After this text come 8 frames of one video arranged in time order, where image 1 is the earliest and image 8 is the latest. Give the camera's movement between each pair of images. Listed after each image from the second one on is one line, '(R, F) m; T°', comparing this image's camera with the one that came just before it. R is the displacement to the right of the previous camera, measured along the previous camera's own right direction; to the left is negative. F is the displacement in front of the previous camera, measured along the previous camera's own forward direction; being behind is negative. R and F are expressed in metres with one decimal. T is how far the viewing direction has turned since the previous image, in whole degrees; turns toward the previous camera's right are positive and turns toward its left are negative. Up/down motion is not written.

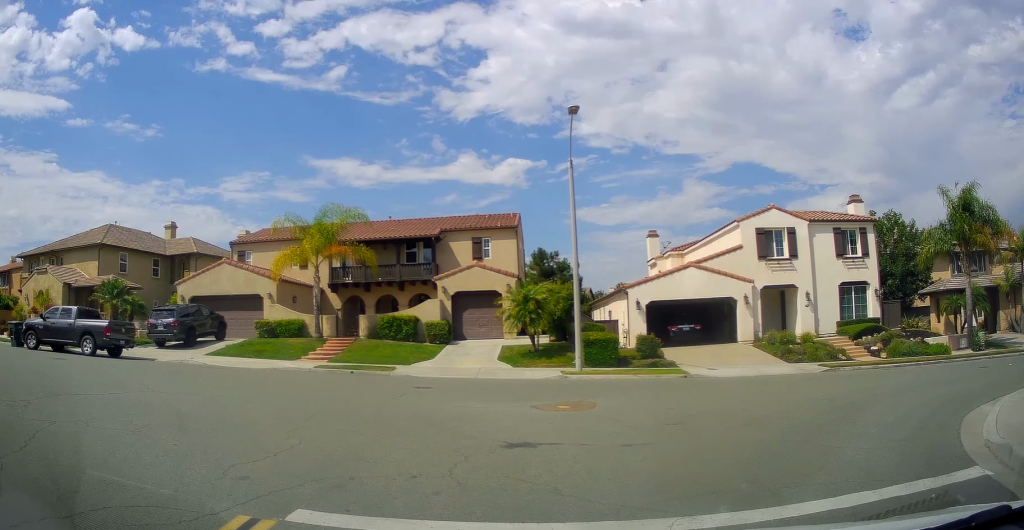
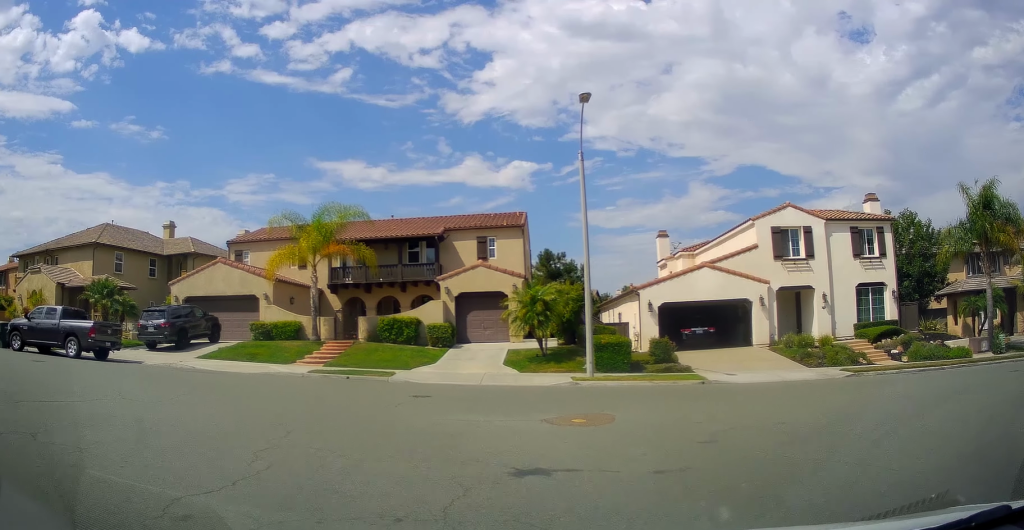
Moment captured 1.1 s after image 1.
(+0.1, +1.8) m; 0°
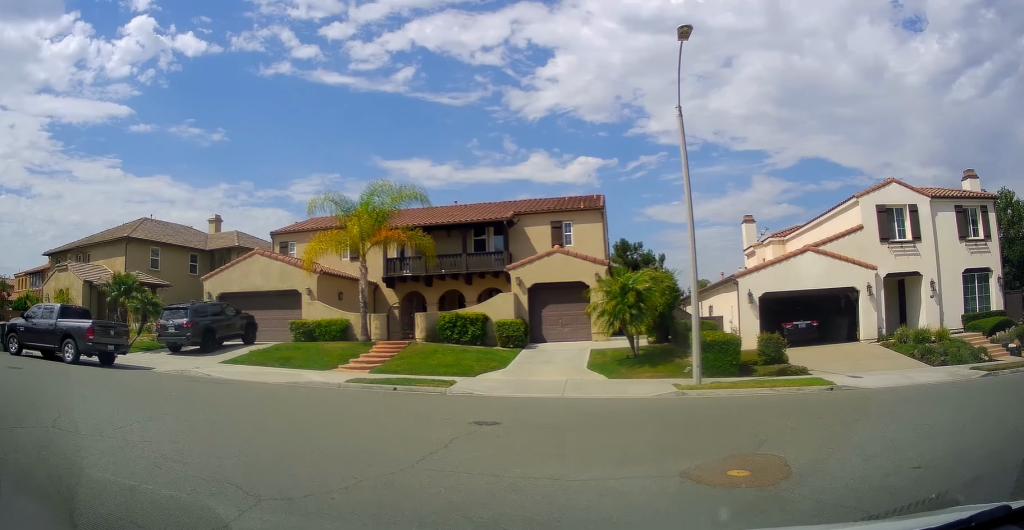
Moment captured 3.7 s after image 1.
(-0.2, +3.8) m; -13°
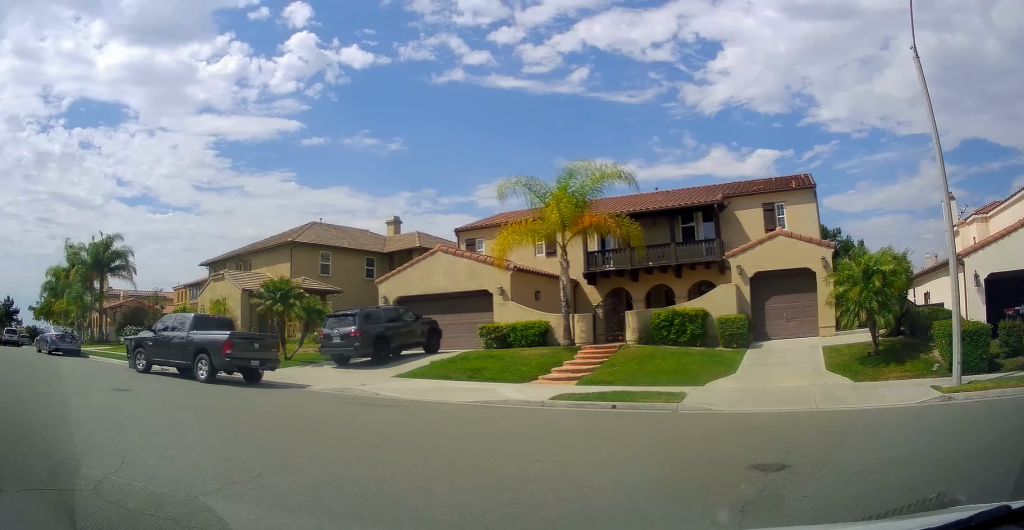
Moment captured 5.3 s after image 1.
(-0.1, +3.3) m; -21°
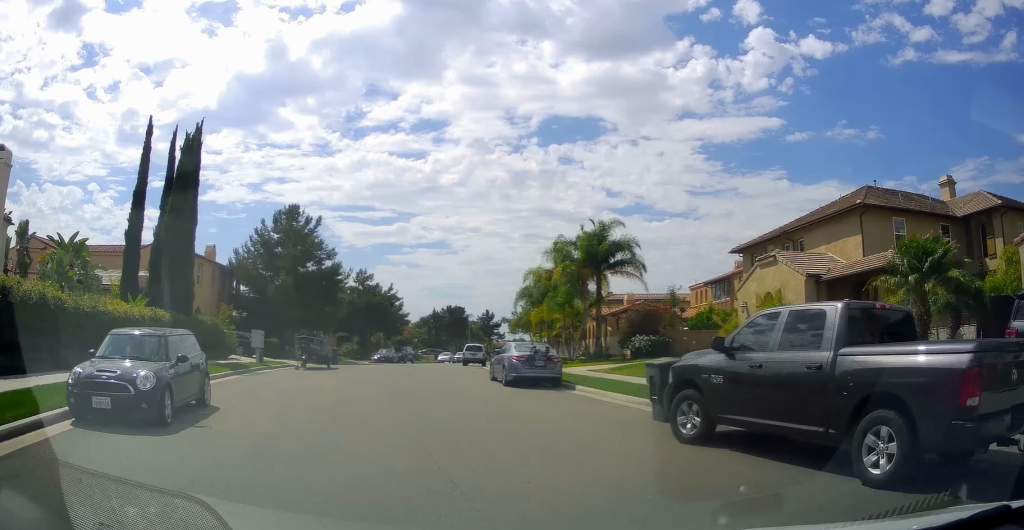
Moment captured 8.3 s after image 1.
(-4.1, +10.1) m; -34°
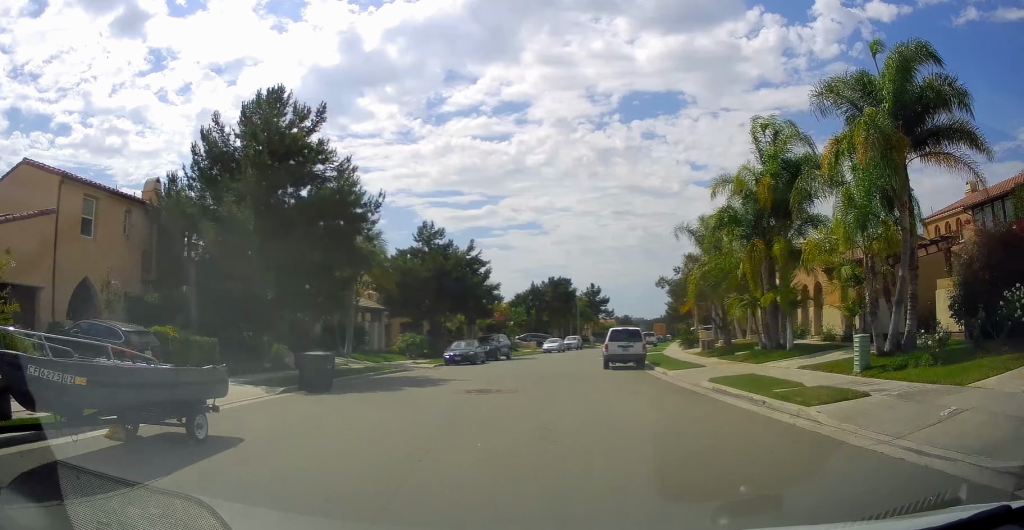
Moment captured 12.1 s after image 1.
(-4.2, +21.3) m; -14°
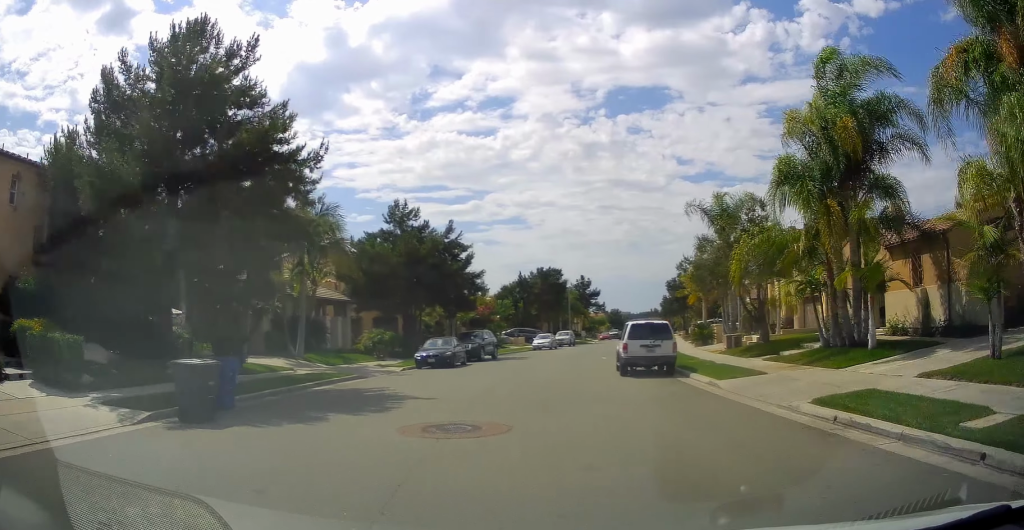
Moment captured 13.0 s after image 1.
(-0.1, +6.3) m; +1°
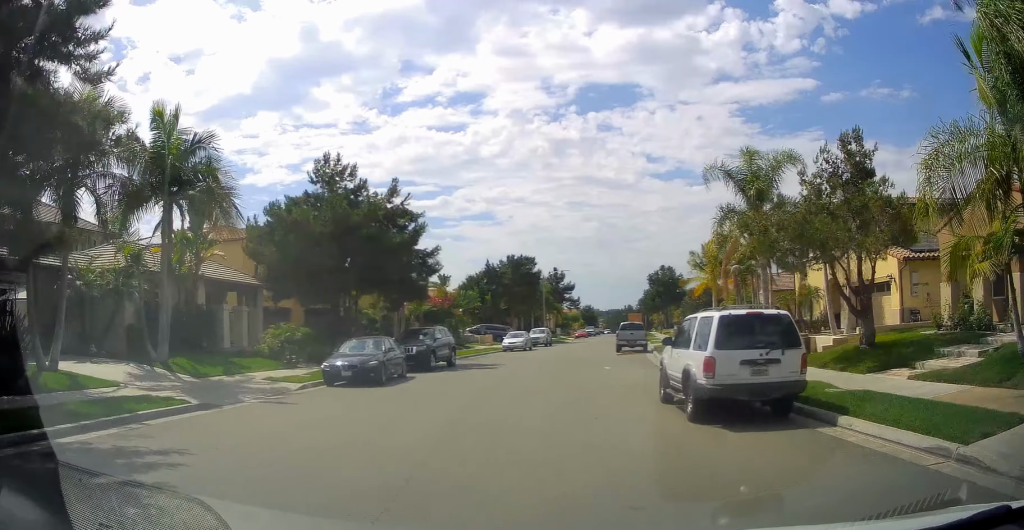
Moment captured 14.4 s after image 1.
(+0.2, +10.0) m; +3°
